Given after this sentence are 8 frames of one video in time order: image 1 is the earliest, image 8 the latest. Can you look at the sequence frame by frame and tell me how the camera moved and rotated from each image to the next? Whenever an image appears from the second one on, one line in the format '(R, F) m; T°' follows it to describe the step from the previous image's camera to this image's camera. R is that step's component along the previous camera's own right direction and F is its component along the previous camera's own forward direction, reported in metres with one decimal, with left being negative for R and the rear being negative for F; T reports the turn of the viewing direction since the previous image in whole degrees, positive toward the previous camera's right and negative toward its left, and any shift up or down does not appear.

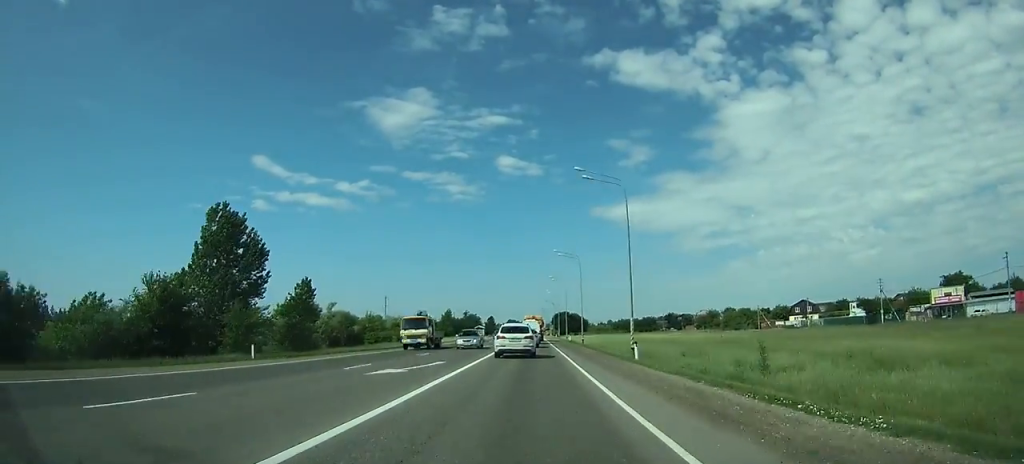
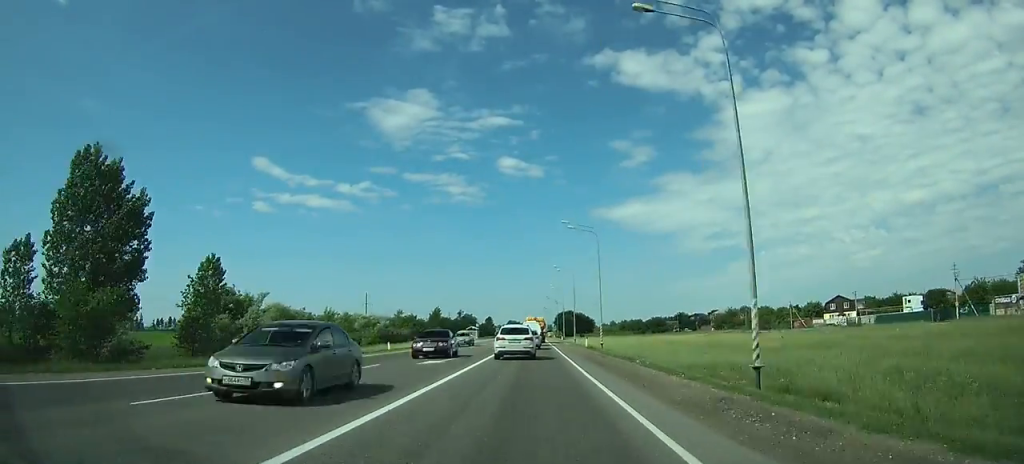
(0.0, +22.3) m; 0°
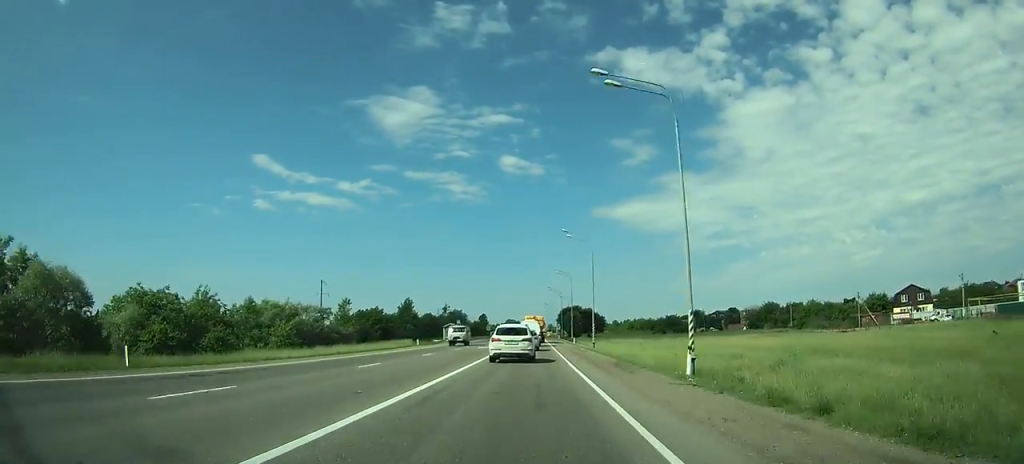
(0.0, +34.5) m; 0°
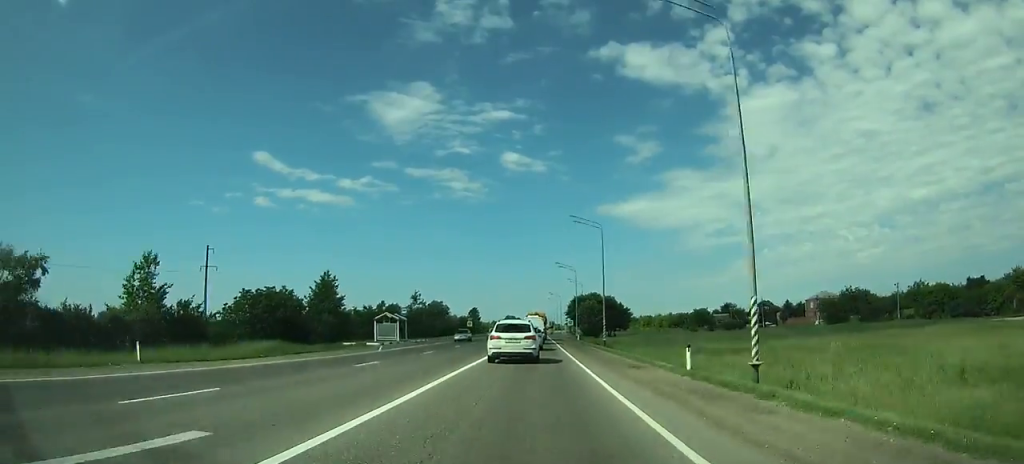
(-0.2, +47.7) m; 0°
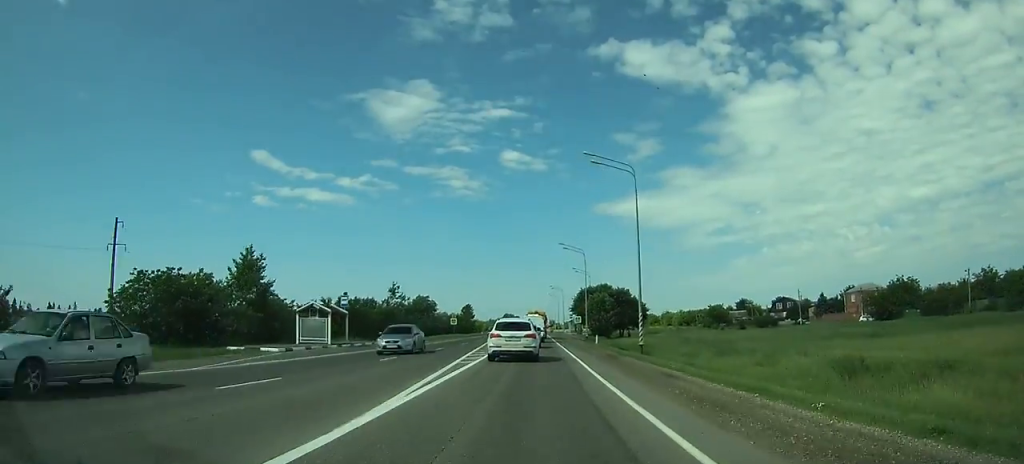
(0.0, +21.1) m; 0°
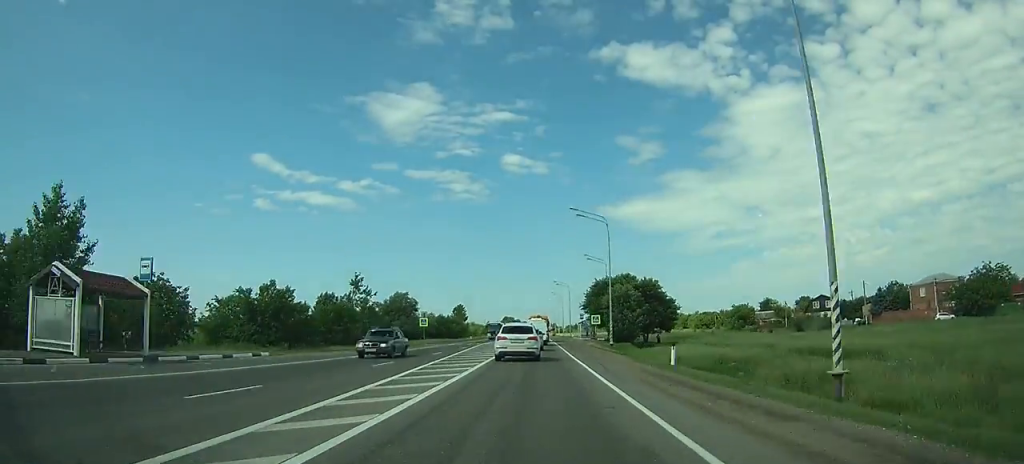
(0.0, +25.7) m; 0°
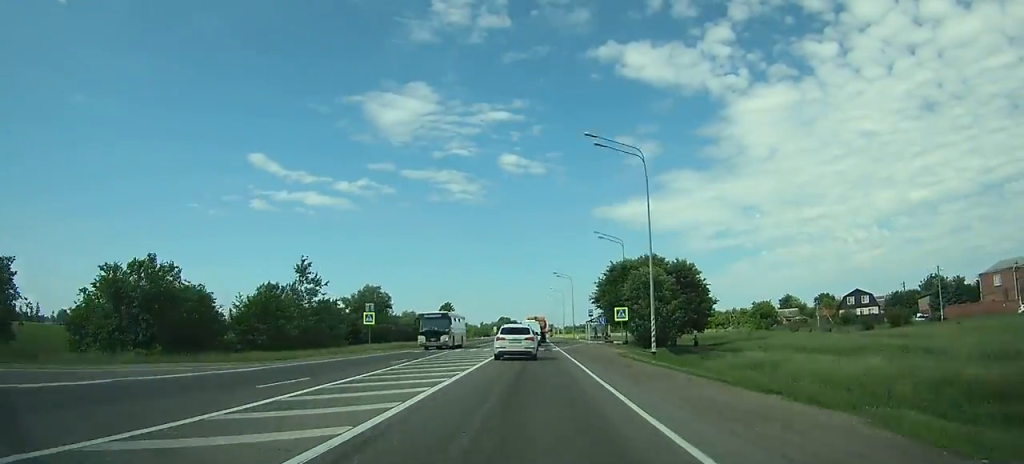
(0.0, +20.6) m; 0°
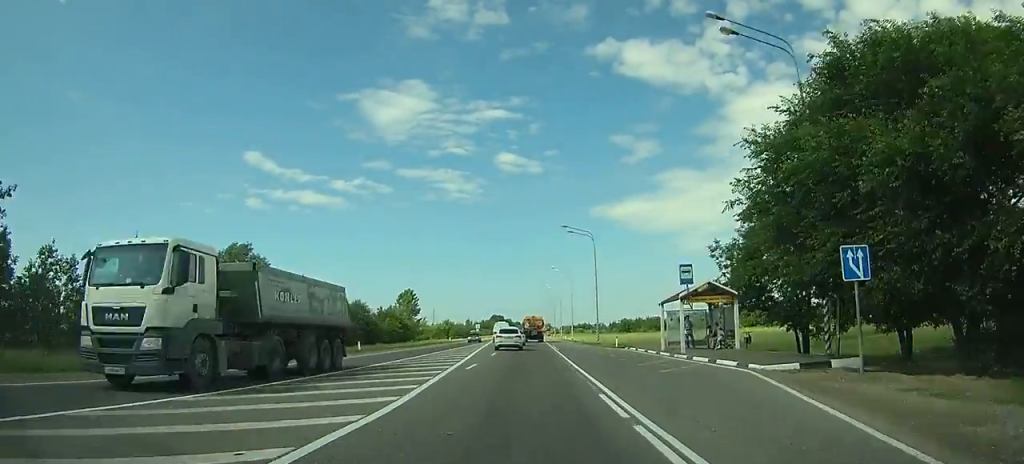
(-0.1, +50.5) m; 0°
